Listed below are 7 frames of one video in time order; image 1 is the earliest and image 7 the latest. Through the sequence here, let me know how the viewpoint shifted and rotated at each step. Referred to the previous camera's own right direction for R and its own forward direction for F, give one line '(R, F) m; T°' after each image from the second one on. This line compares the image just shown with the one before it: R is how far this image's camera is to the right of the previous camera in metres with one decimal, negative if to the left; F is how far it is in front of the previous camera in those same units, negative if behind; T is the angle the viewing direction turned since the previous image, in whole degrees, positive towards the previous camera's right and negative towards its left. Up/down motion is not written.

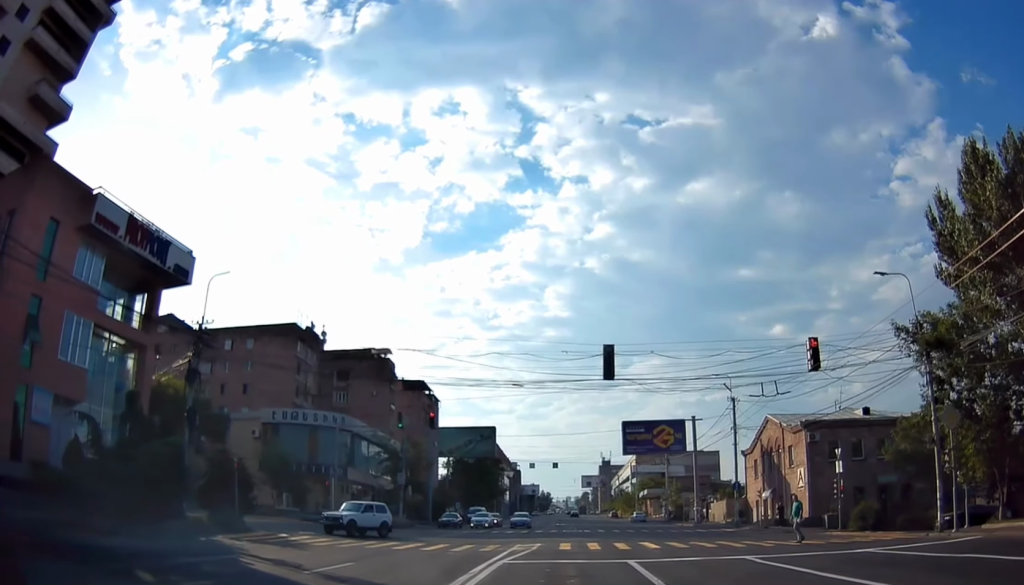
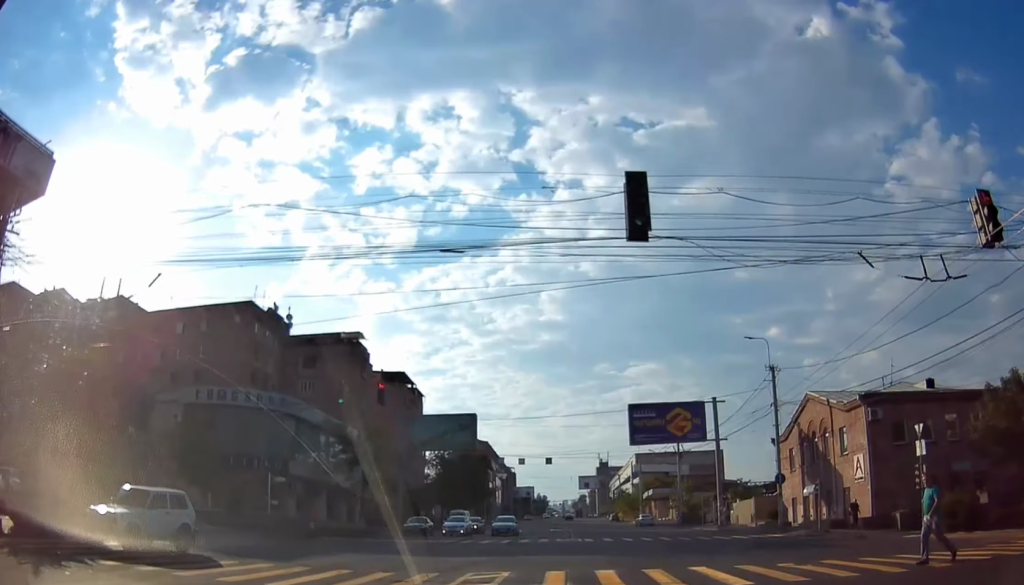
(-0.4, +12.2) m; -3°
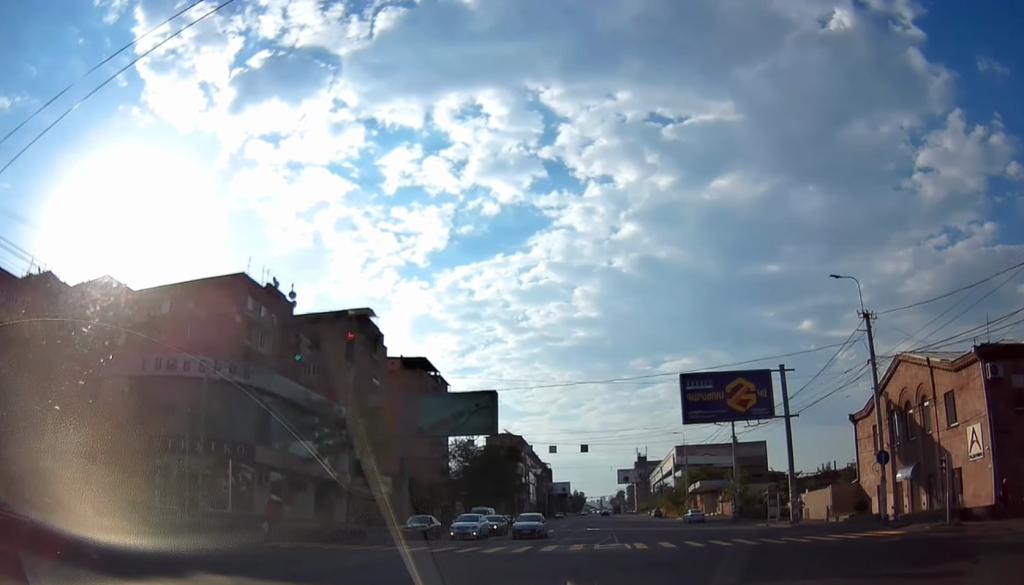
(-0.2, +10.7) m; -5°
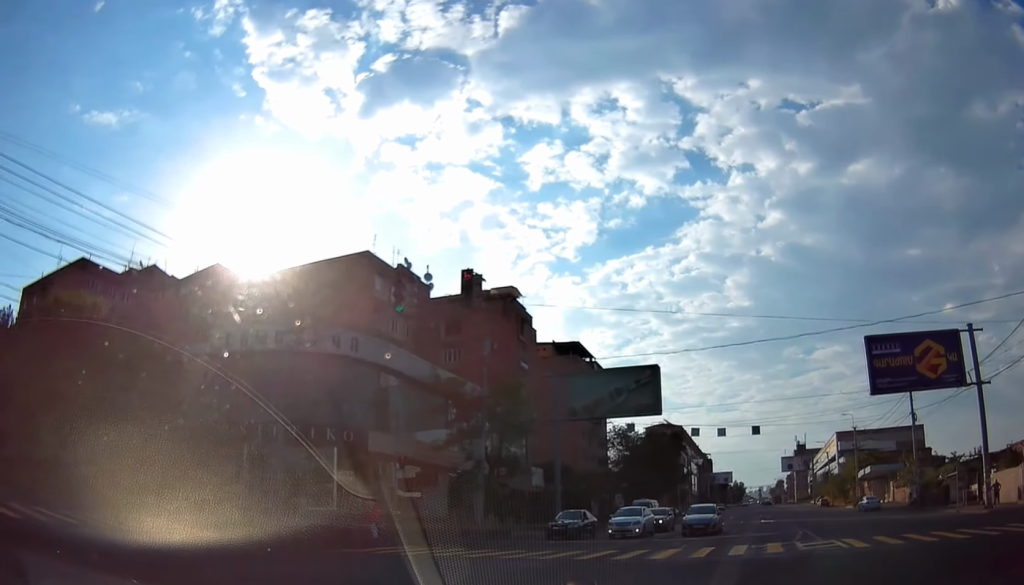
(-0.4, +7.3) m; -13°
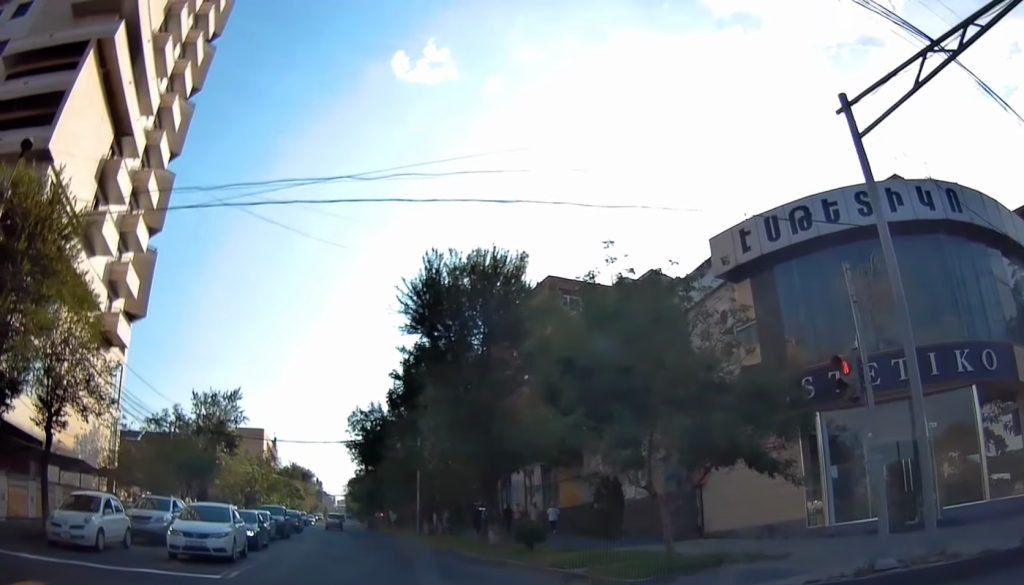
(-5.0, +13.8) m; -38°
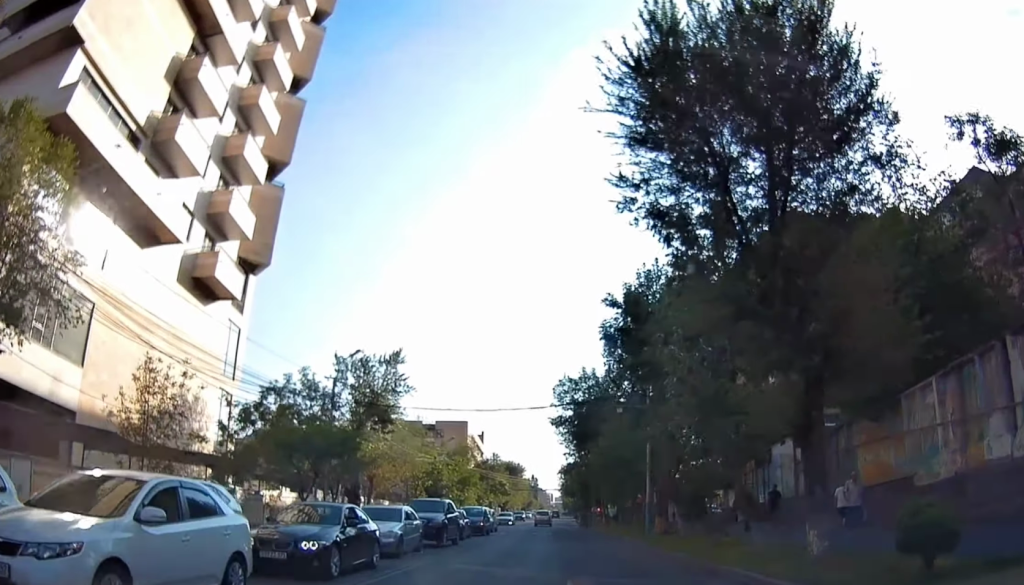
(-2.3, +10.7) m; -19°
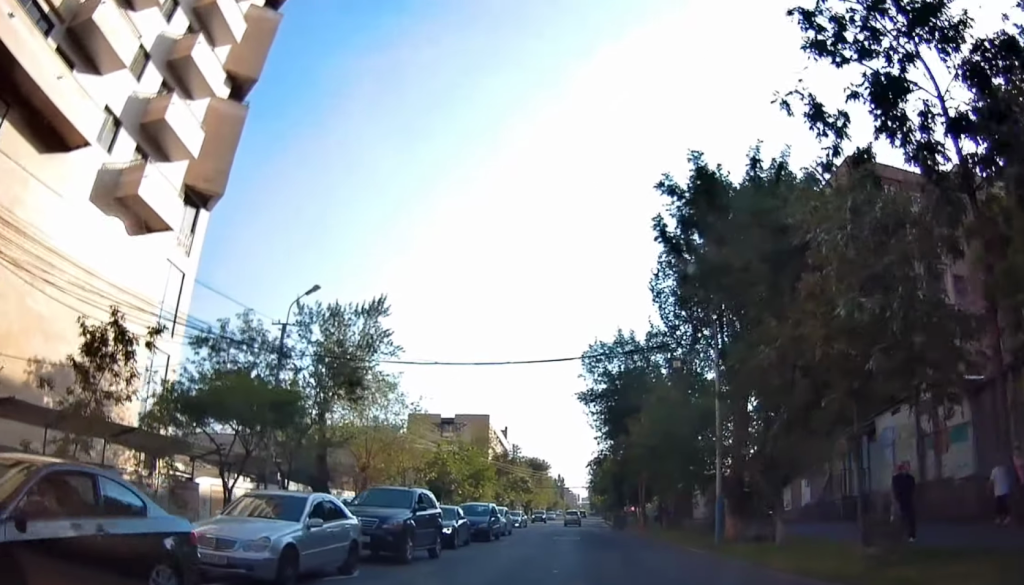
(-0.4, +8.9) m; -4°
